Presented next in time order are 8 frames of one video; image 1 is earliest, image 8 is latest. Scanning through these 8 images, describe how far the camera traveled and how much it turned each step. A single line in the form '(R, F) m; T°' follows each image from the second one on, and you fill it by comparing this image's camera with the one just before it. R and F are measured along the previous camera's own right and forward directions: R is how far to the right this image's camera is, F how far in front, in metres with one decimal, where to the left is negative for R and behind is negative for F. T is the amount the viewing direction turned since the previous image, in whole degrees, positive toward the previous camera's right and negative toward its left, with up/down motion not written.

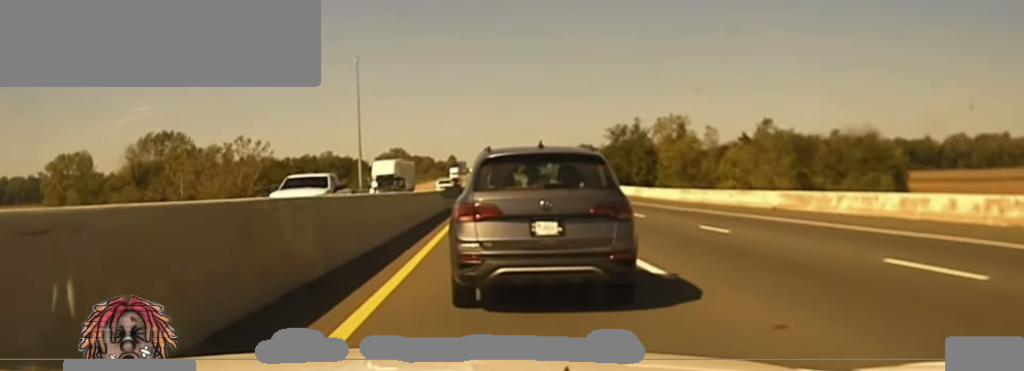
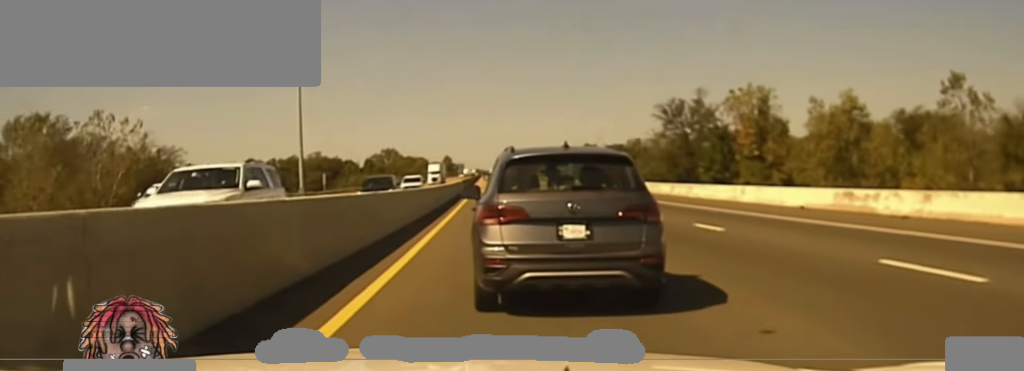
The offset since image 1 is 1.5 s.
(-0.2, +48.8) m; 0°
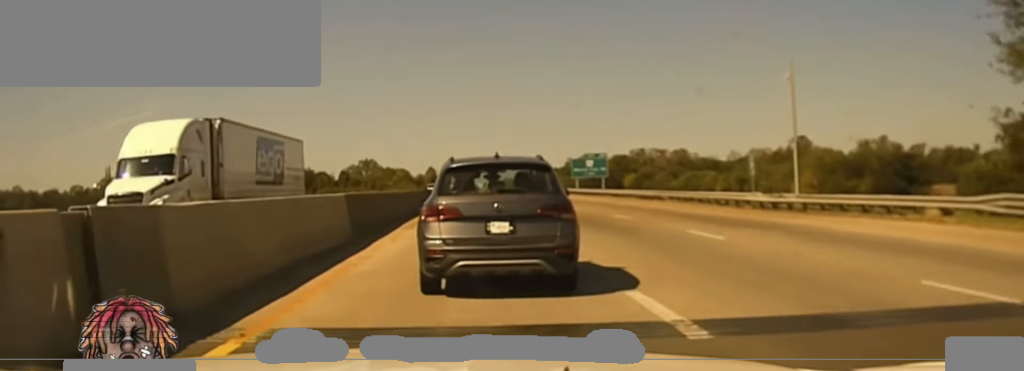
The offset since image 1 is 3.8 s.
(+0.2, +78.6) m; +1°
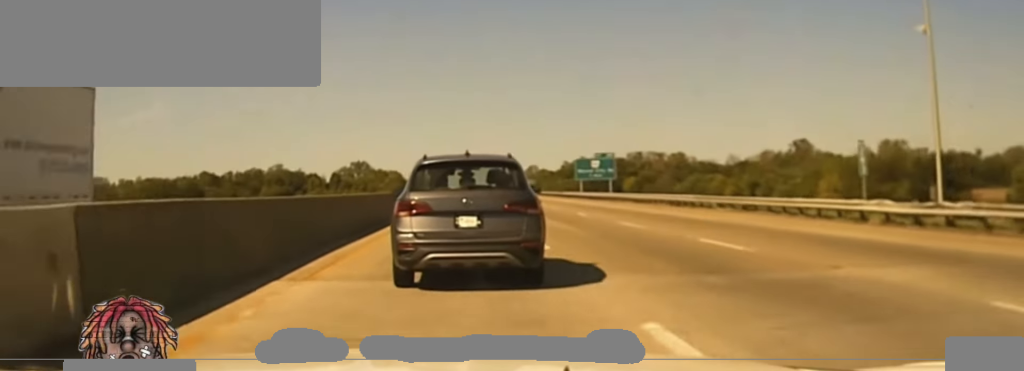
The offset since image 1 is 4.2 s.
(0.0, +13.8) m; 0°
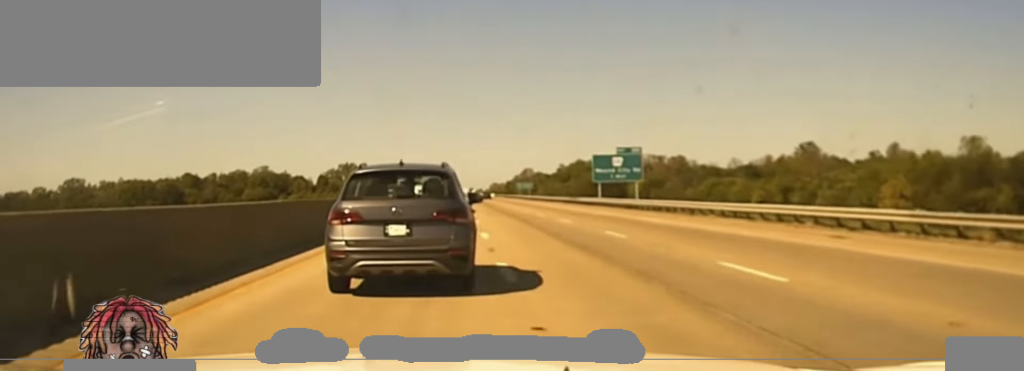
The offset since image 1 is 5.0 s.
(0.0, +26.7) m; 0°
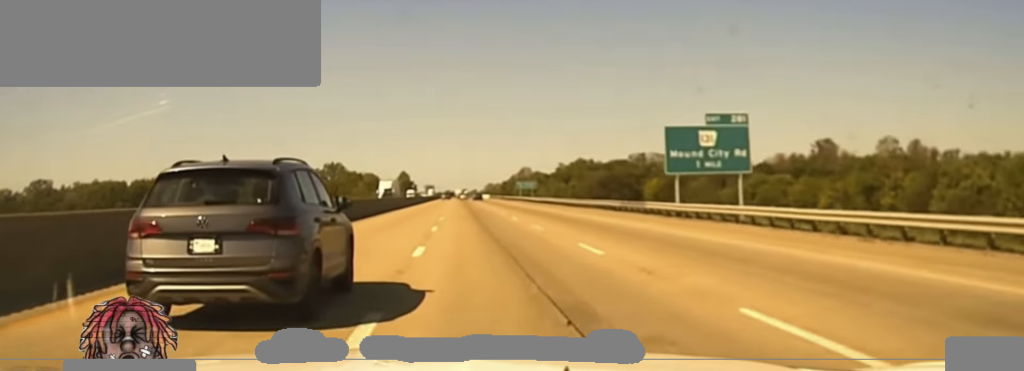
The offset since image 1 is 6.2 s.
(+0.2, +41.6) m; +1°
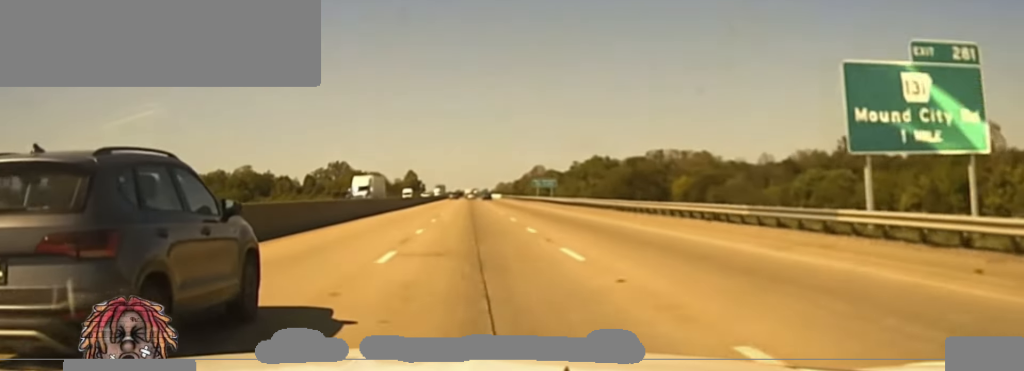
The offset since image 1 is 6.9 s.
(+0.4, +26.5) m; -1°
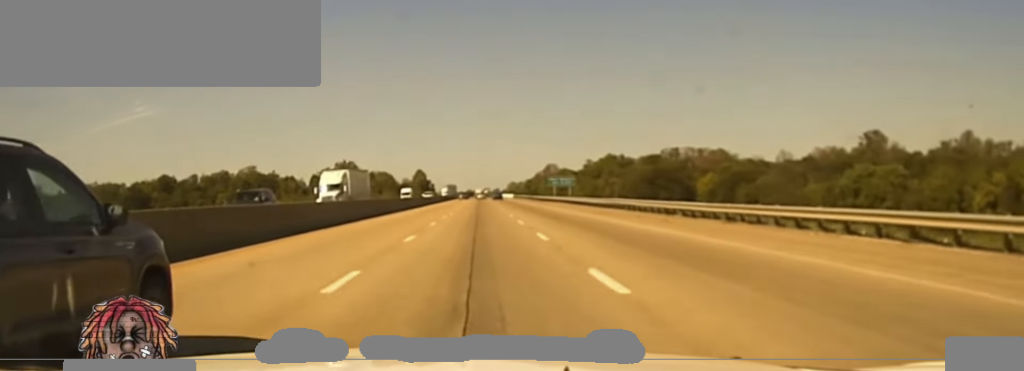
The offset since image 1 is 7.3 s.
(-0.2, +17.0) m; -1°
